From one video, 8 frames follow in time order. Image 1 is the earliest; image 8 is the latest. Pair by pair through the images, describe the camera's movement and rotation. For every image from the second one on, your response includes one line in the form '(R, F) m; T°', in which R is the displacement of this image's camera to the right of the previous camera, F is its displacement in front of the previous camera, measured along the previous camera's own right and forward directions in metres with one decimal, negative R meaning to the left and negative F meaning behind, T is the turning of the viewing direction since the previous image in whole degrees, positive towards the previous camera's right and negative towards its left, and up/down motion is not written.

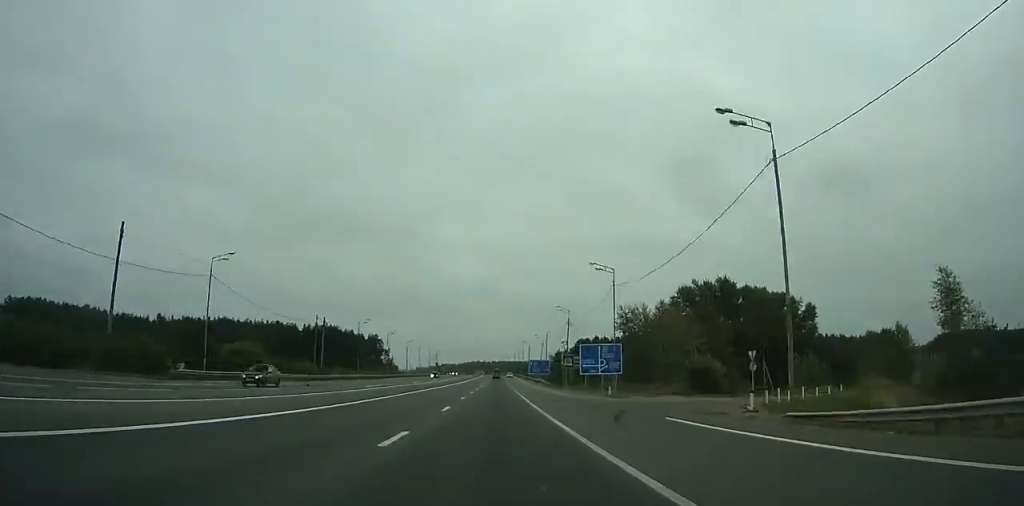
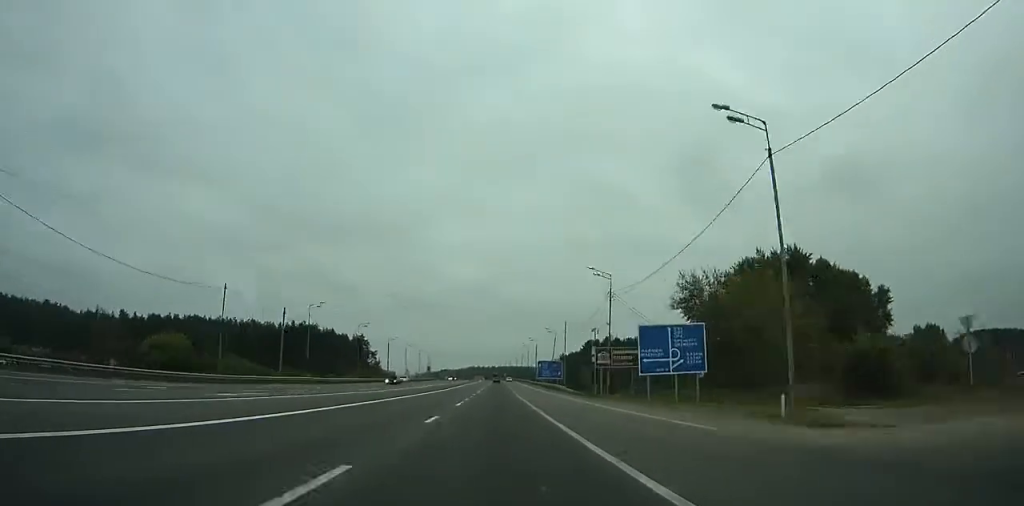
(0.0, +29.7) m; 0°
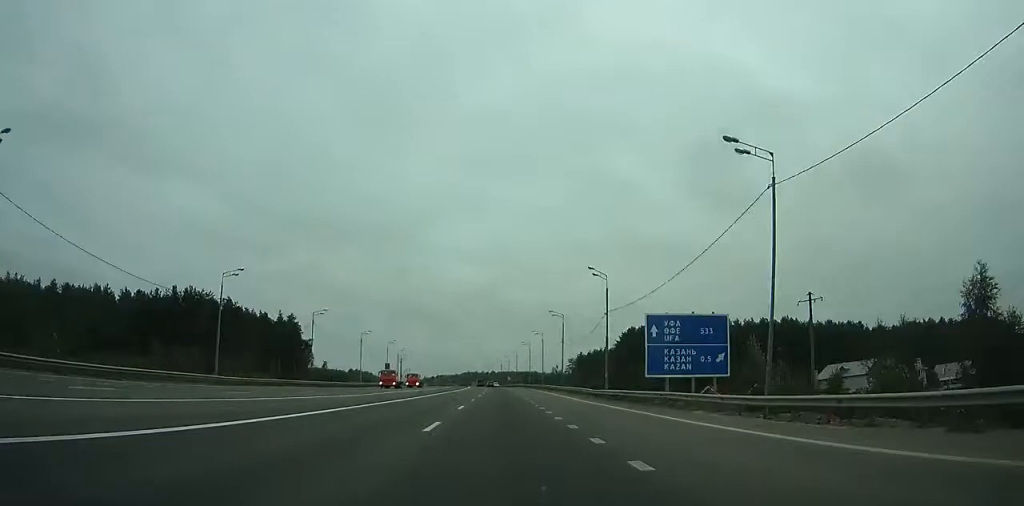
(+0.1, +88.3) m; 0°
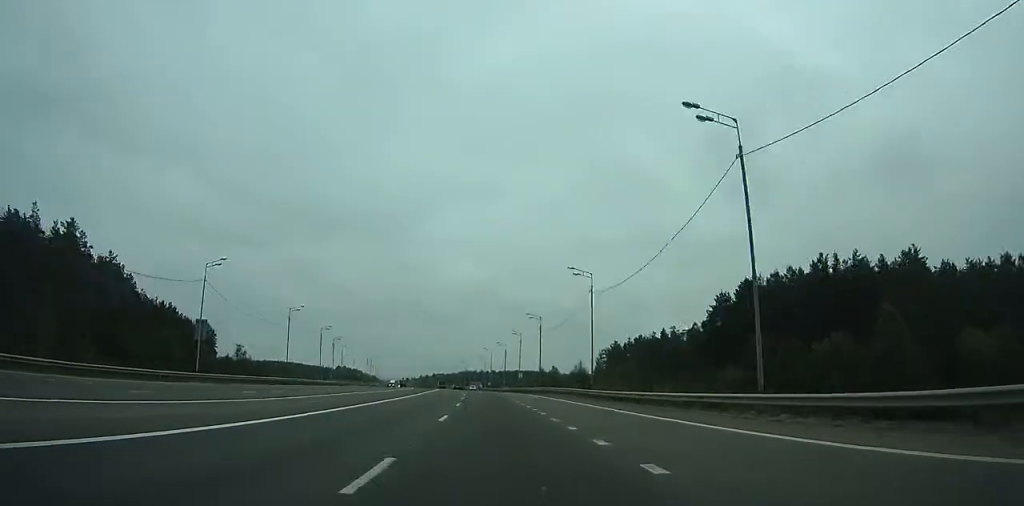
(-0.1, +91.6) m; 0°
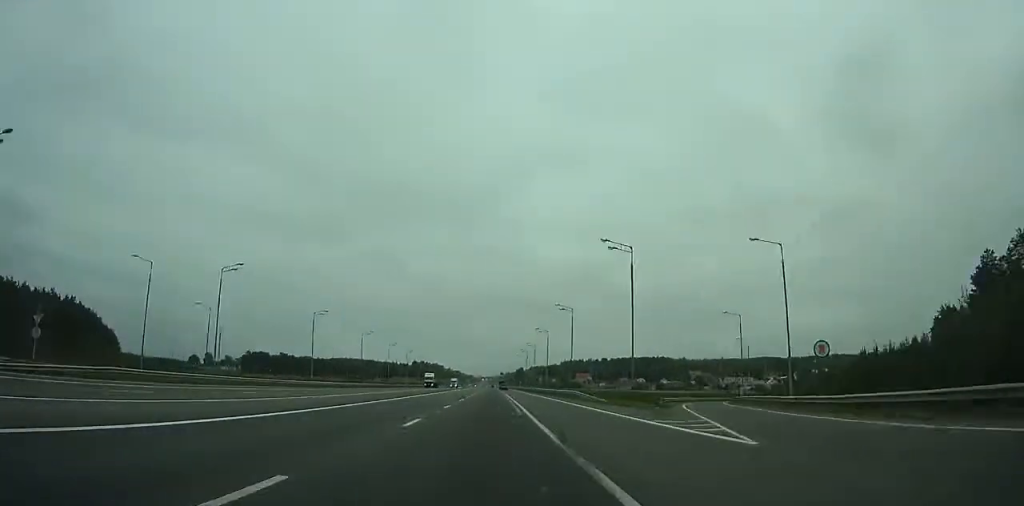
(-9.3, +168.6) m; -8°
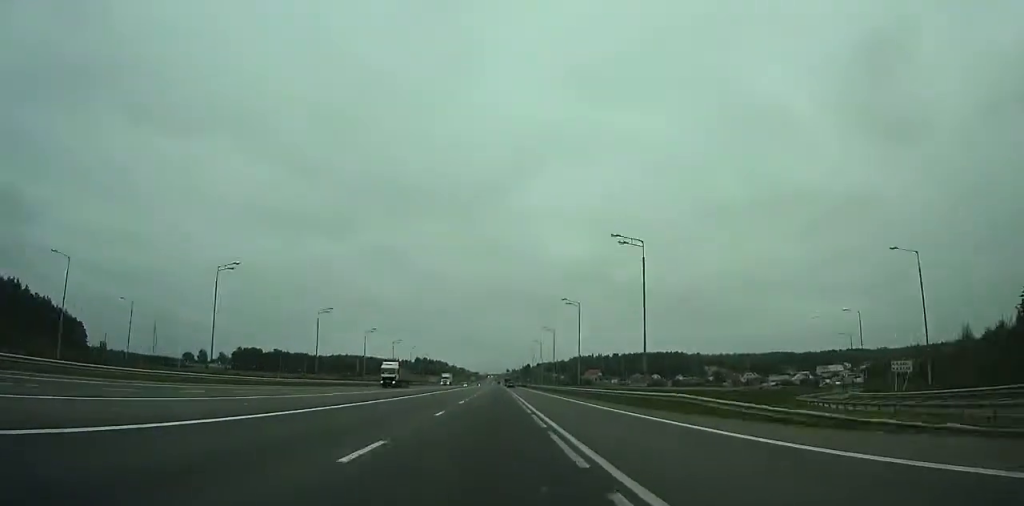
(-0.5, +31.3) m; -1°
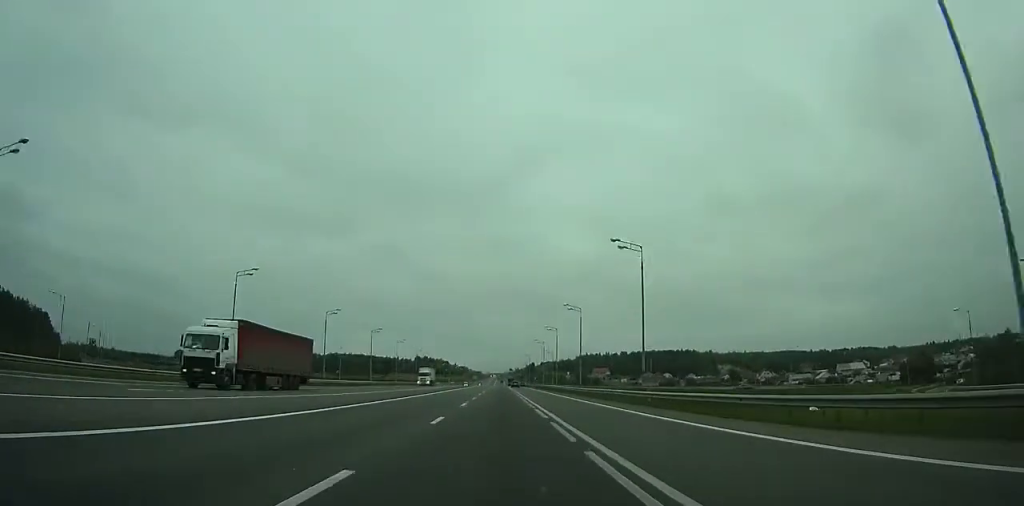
(-0.5, +27.1) m; -1°
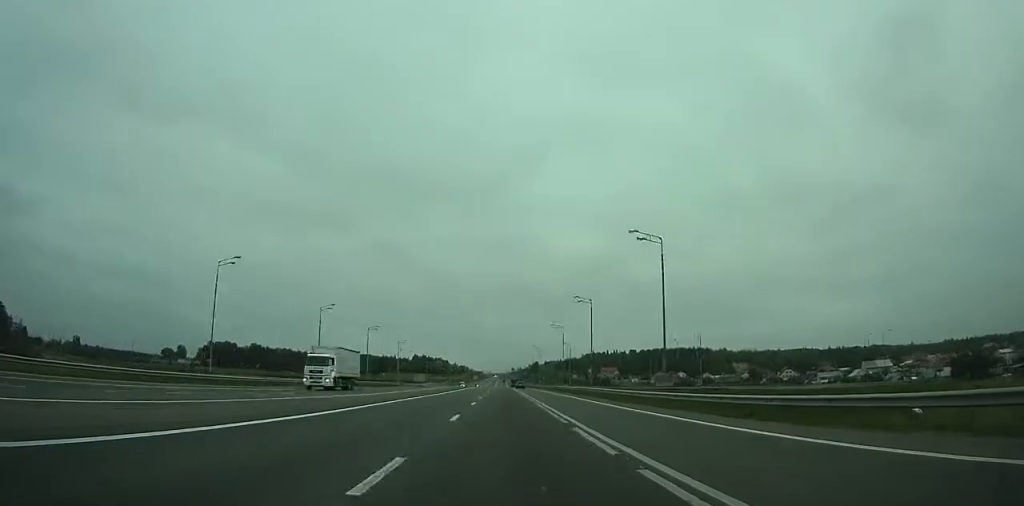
(-0.3, +35.5) m; -1°
